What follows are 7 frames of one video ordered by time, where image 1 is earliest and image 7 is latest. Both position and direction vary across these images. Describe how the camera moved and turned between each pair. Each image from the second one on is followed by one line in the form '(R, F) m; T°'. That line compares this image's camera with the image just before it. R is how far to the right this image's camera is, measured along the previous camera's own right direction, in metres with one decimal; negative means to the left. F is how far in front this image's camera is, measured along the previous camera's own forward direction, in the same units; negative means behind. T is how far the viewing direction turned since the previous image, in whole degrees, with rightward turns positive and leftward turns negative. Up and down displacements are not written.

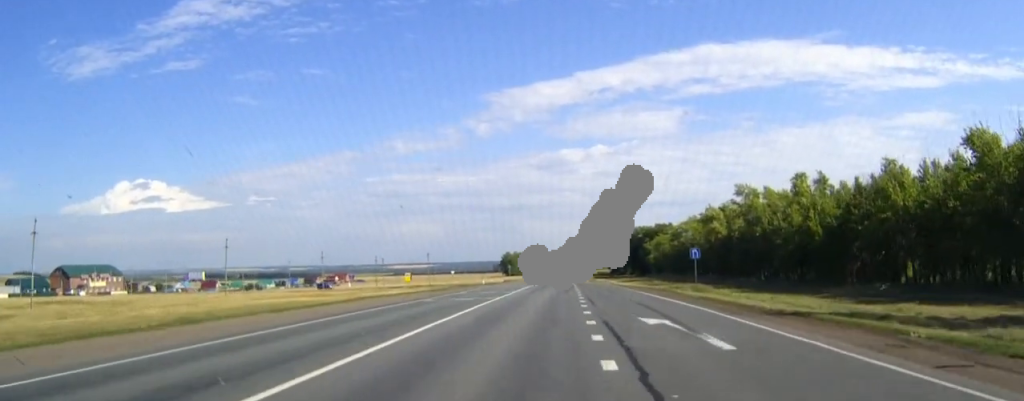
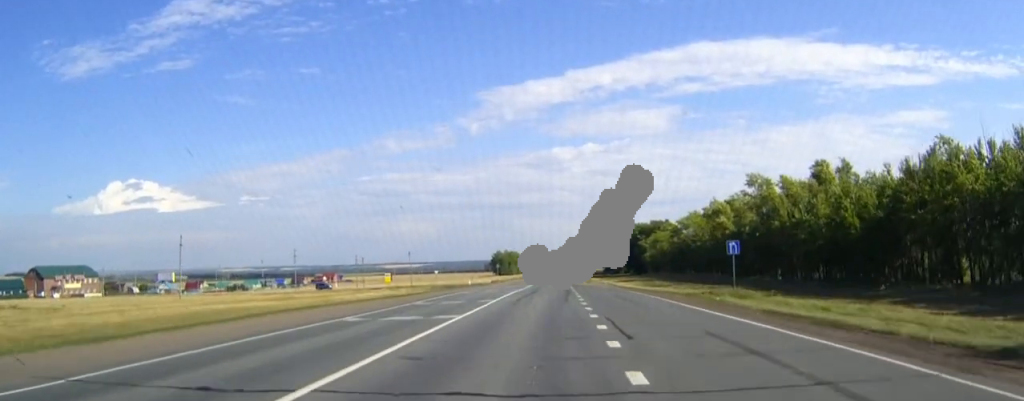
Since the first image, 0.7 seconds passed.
(+0.1, +12.9) m; 0°
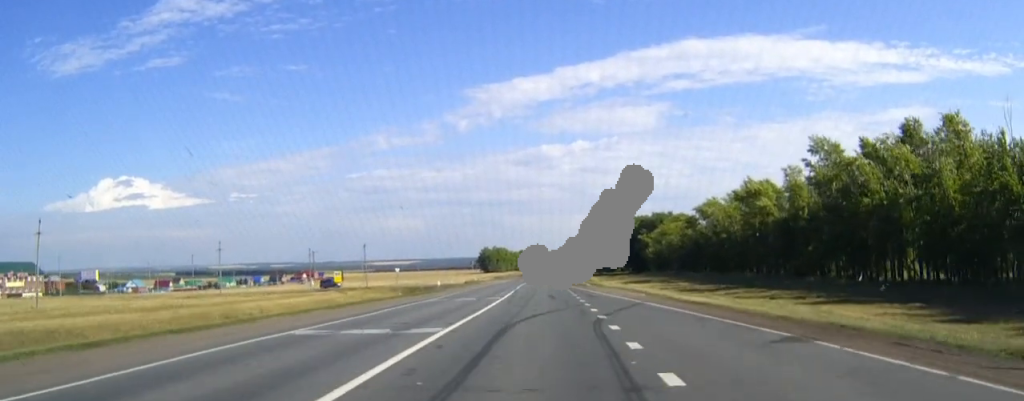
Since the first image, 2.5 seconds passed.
(+0.3, +32.0) m; +1°
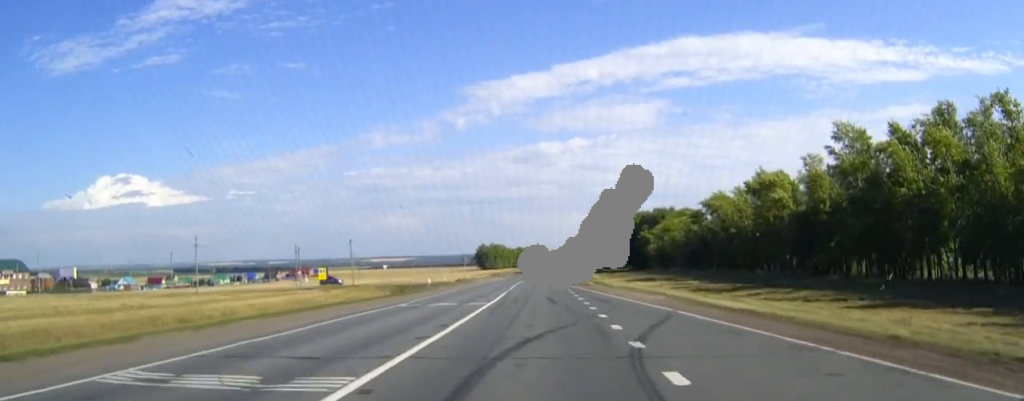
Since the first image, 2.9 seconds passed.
(0.0, +8.1) m; 0°
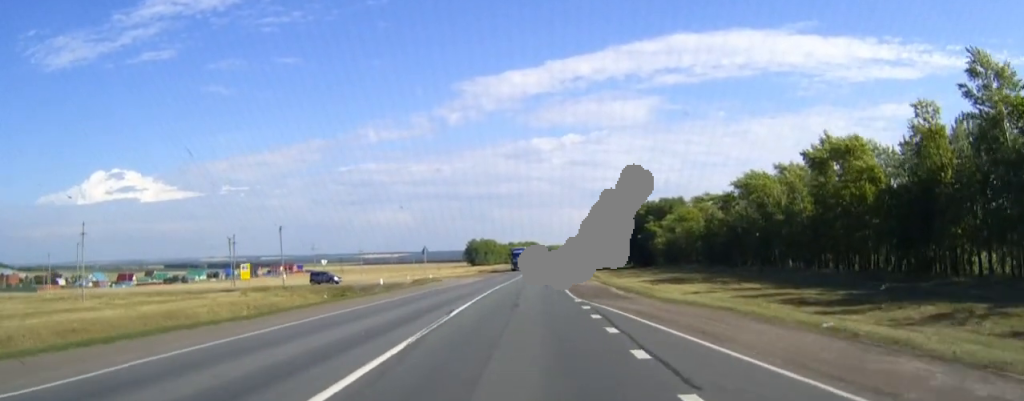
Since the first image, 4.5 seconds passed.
(+0.1, +29.6) m; +1°
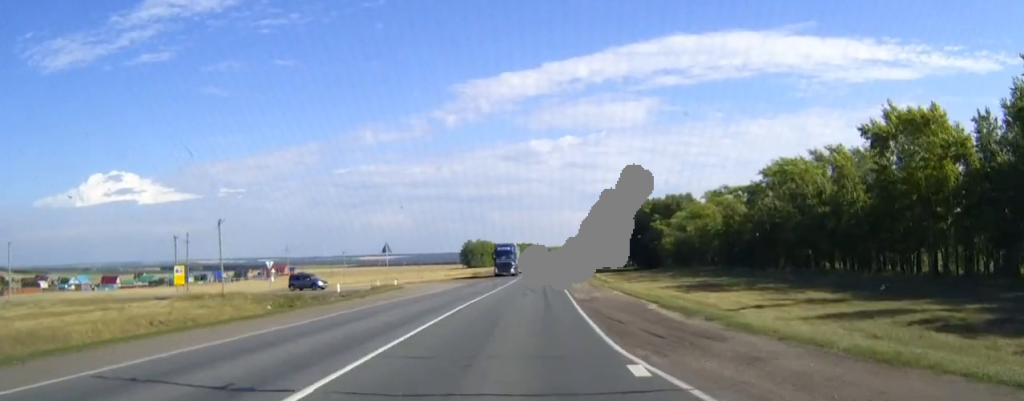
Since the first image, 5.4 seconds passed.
(+0.1, +17.5) m; 0°
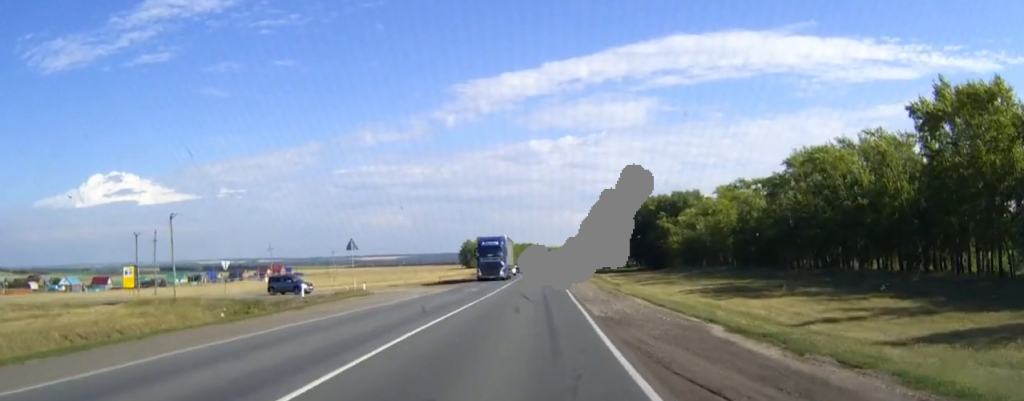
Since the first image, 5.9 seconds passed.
(0.0, +10.5) m; 0°
